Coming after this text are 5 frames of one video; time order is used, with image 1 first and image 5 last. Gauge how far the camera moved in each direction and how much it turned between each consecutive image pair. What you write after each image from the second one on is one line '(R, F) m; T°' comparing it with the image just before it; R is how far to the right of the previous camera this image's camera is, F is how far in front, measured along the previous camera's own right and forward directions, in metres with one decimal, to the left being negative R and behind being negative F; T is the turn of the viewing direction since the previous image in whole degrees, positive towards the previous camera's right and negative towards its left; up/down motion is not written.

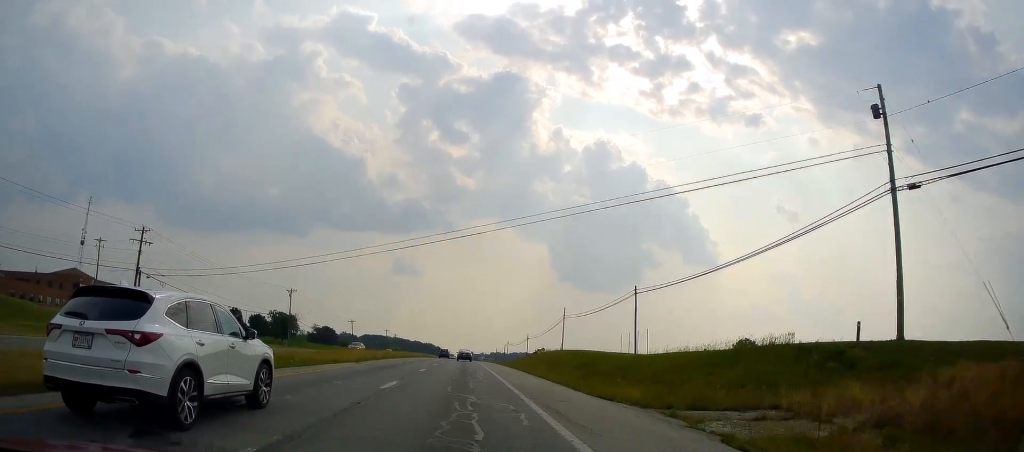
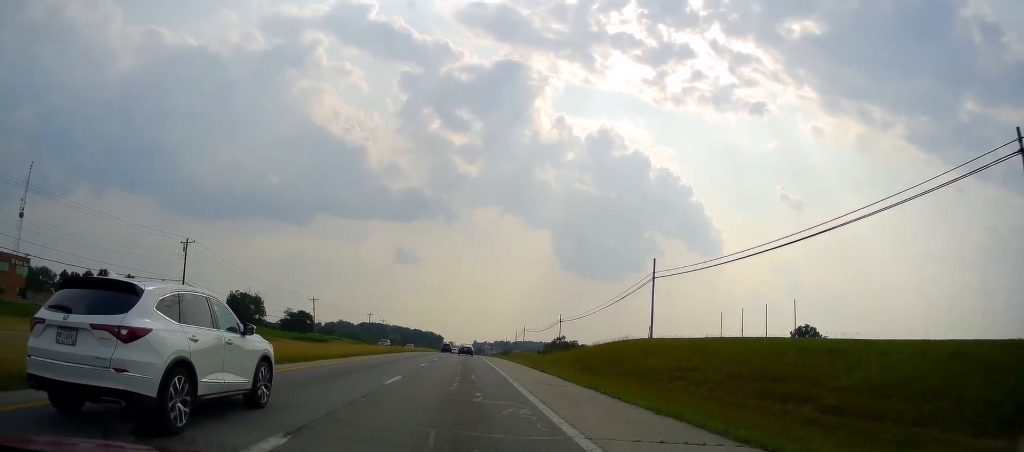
(-0.4, +49.4) m; +1°
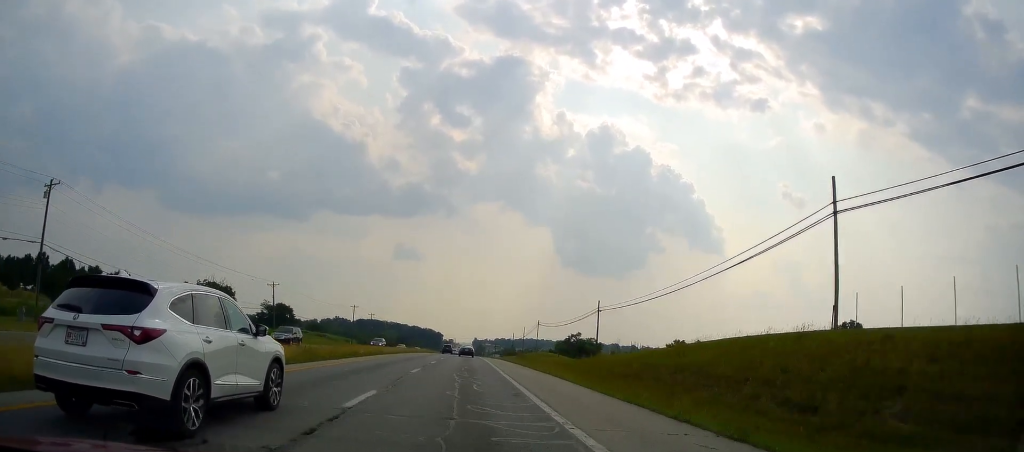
(+0.8, +29.5) m; 0°
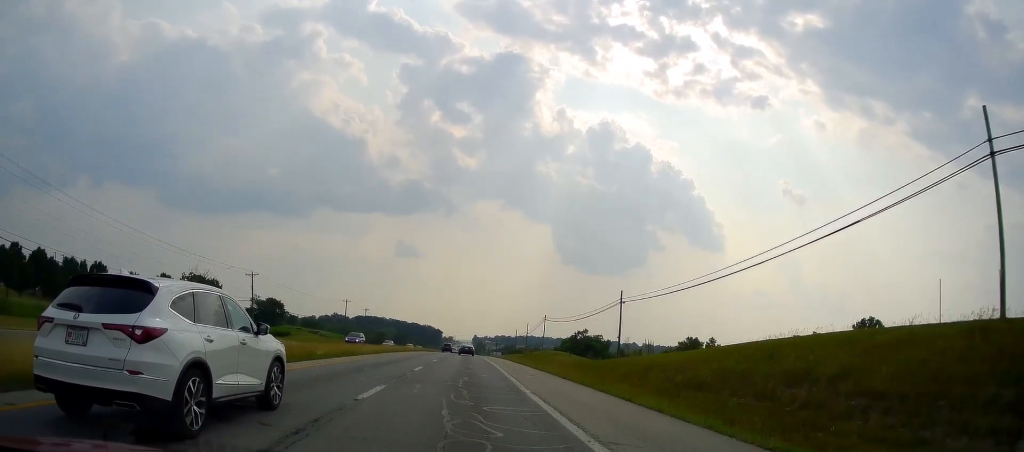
(-0.1, +11.0) m; -1°
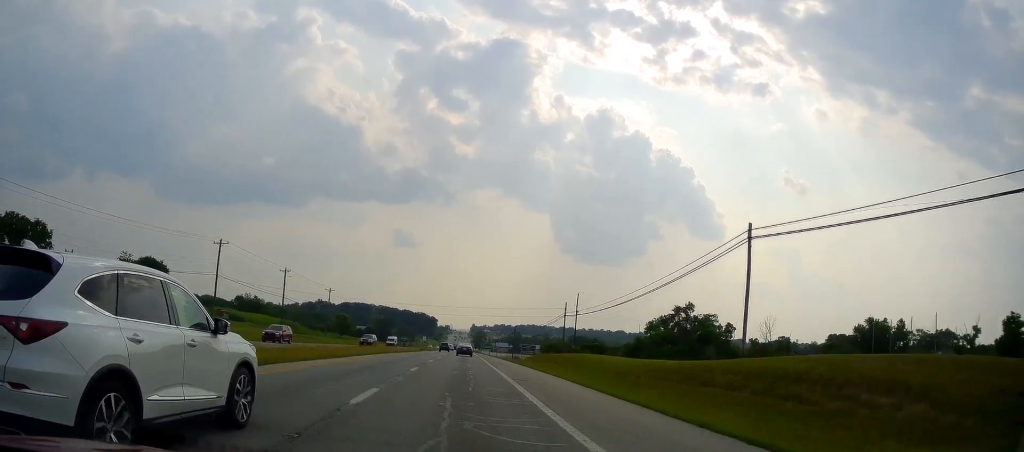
(-0.1, +85.9) m; 0°
